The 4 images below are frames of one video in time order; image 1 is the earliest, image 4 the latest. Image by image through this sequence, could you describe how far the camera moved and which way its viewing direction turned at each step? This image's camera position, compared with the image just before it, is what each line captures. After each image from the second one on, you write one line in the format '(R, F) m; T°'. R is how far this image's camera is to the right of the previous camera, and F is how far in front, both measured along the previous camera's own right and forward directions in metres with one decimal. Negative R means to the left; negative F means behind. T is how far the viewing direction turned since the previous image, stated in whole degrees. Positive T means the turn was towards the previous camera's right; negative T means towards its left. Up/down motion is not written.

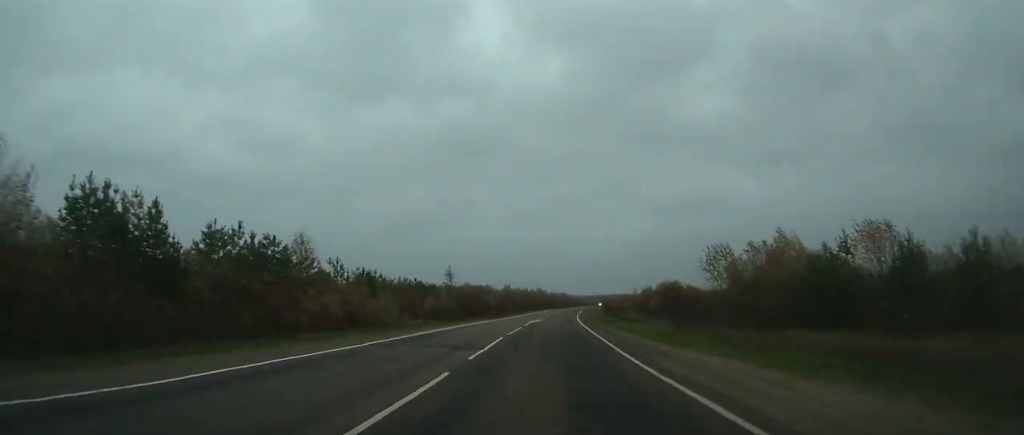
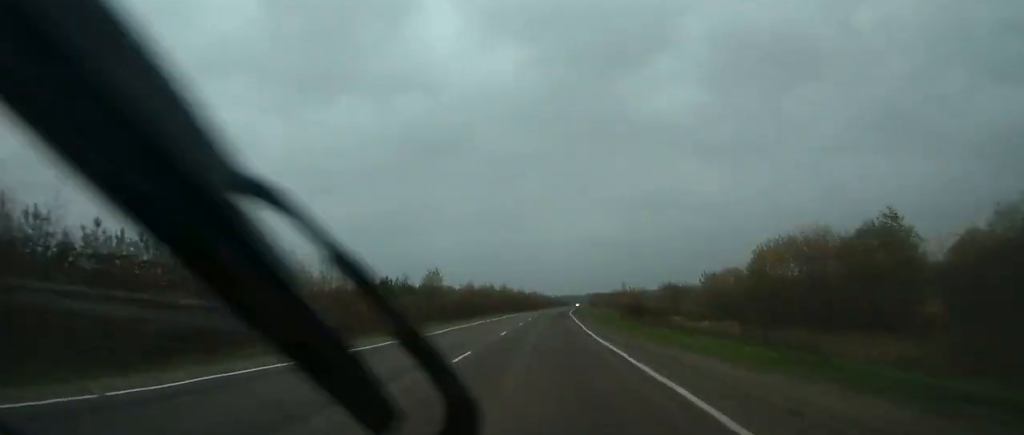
(+1.3, +61.4) m; +2°
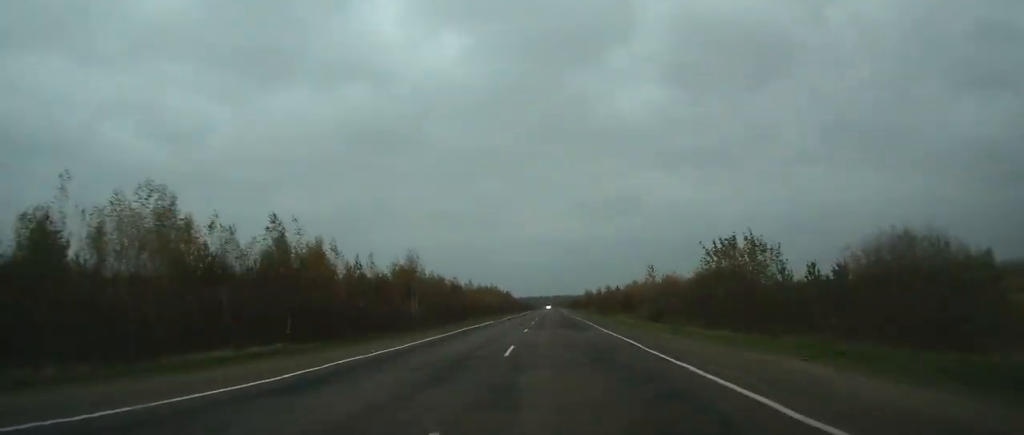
(+4.3, +117.9) m; +4°
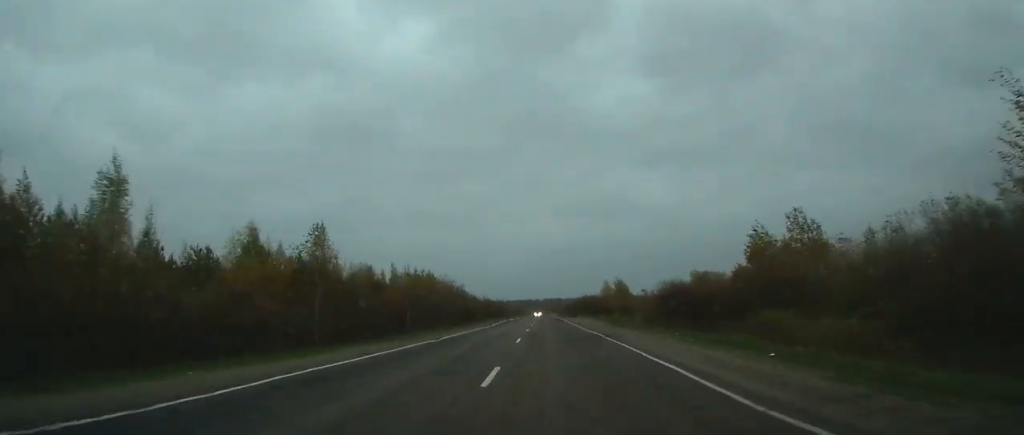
(+1.5, +105.7) m; +1°
